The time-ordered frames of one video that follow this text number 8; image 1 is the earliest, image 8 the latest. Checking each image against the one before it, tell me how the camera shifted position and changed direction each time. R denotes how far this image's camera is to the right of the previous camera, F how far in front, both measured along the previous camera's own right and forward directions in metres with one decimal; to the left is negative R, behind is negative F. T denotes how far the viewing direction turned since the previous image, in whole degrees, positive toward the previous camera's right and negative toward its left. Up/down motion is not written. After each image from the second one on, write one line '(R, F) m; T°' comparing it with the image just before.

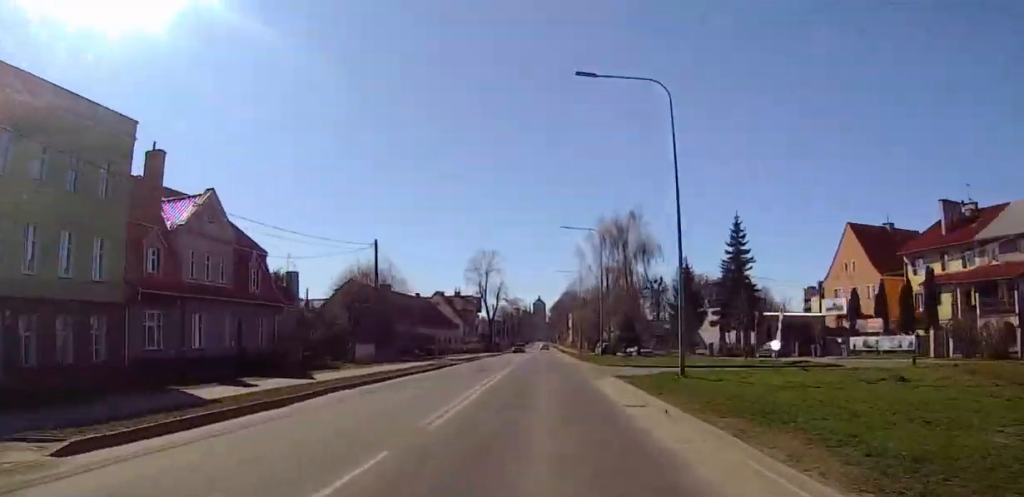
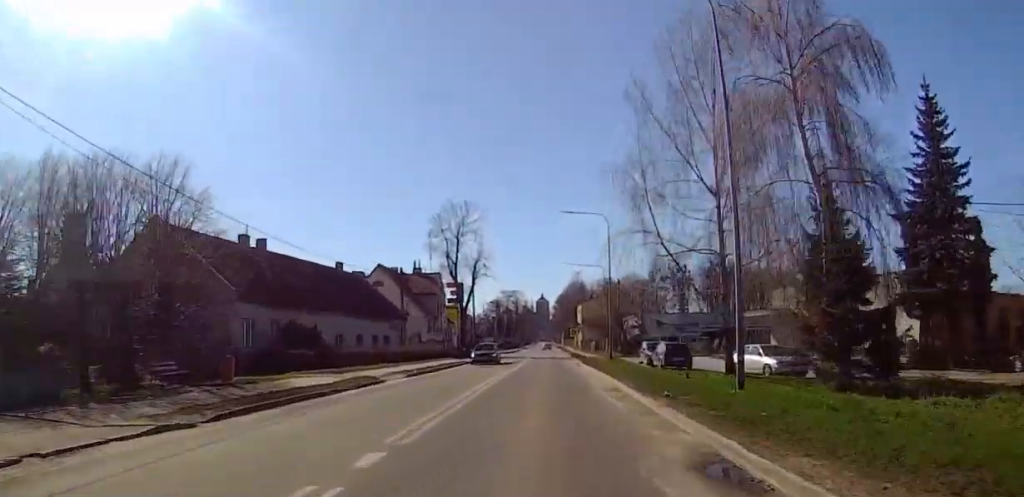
(0.0, +40.4) m; 0°
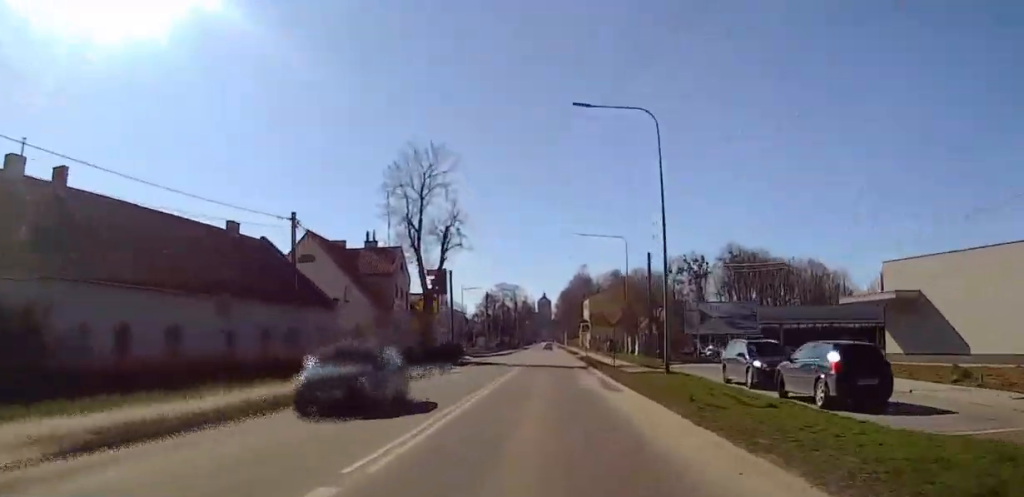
(0.0, +23.1) m; -1°
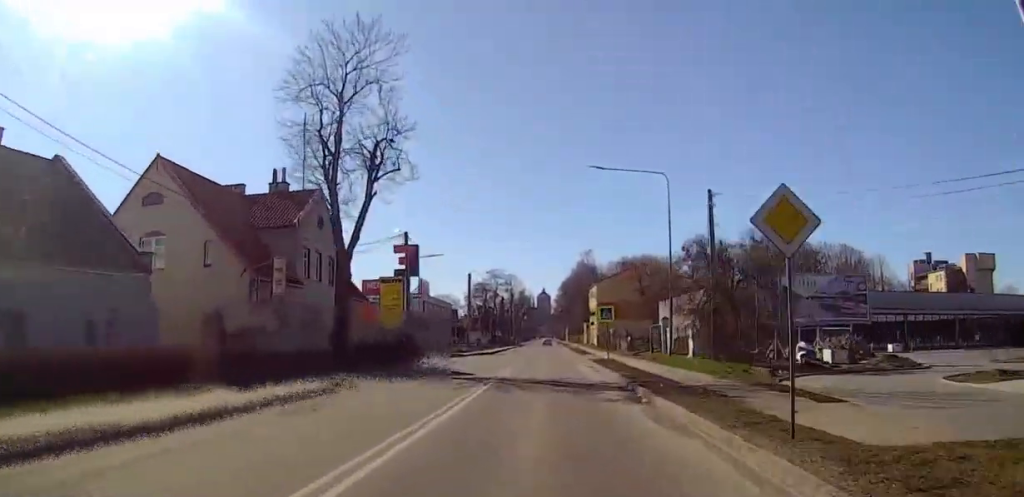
(+0.1, +22.0) m; -1°
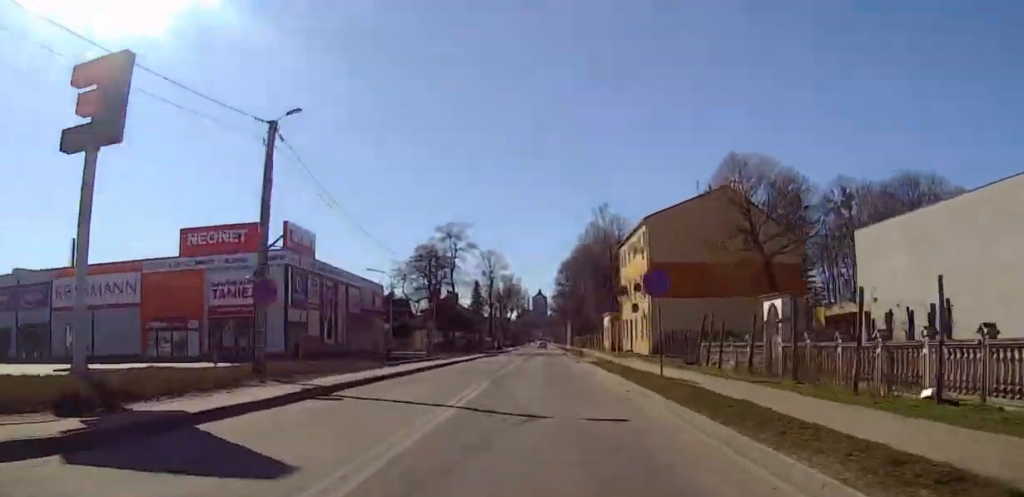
(+2.5, +59.4) m; +4°
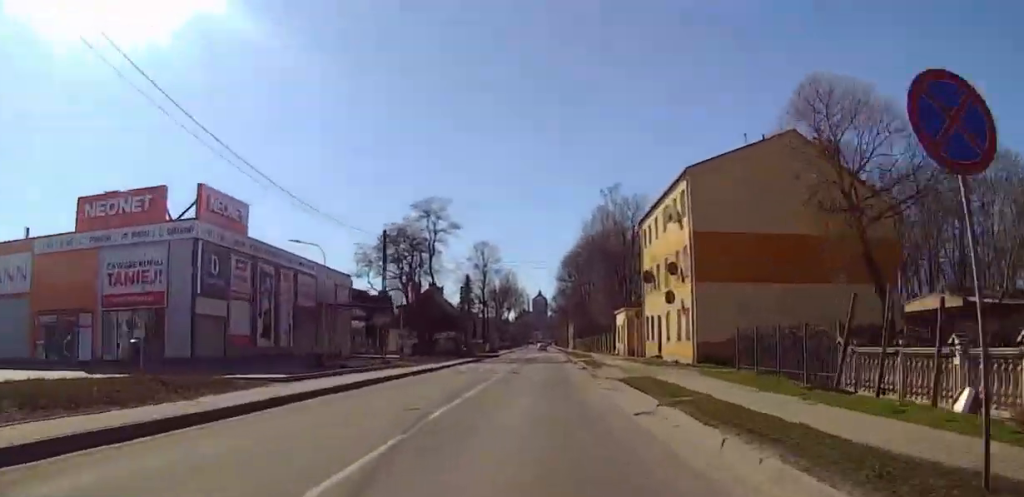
(-0.6, +15.4) m; -1°
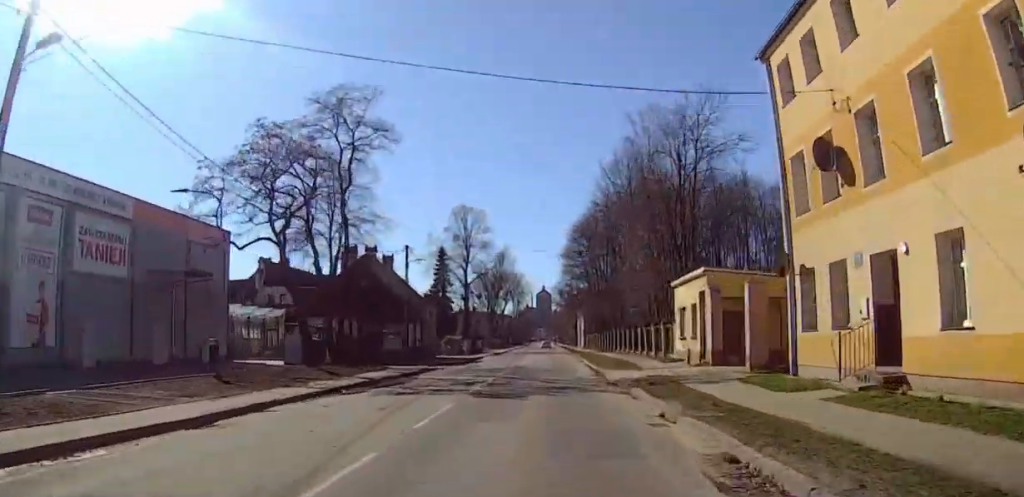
(-1.2, +30.6) m; -1°
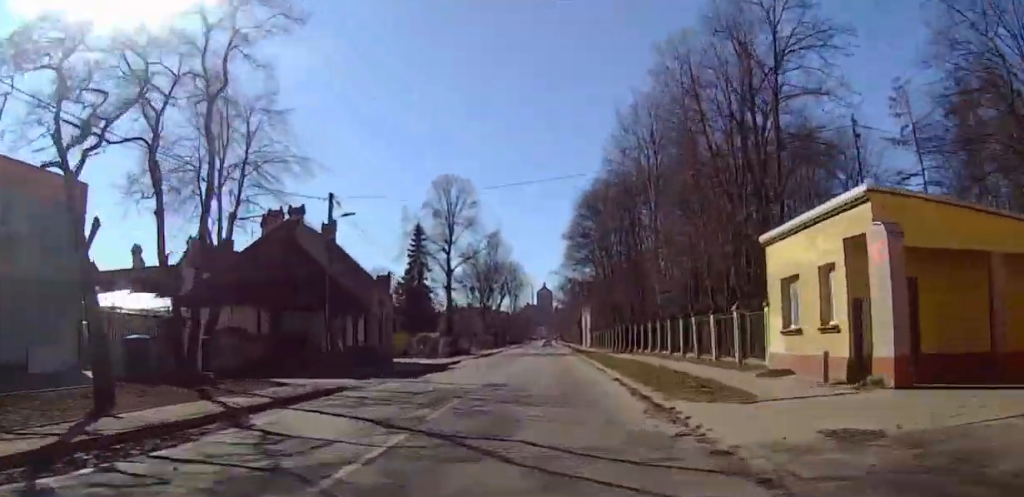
(+0.3, +16.3) m; +1°
